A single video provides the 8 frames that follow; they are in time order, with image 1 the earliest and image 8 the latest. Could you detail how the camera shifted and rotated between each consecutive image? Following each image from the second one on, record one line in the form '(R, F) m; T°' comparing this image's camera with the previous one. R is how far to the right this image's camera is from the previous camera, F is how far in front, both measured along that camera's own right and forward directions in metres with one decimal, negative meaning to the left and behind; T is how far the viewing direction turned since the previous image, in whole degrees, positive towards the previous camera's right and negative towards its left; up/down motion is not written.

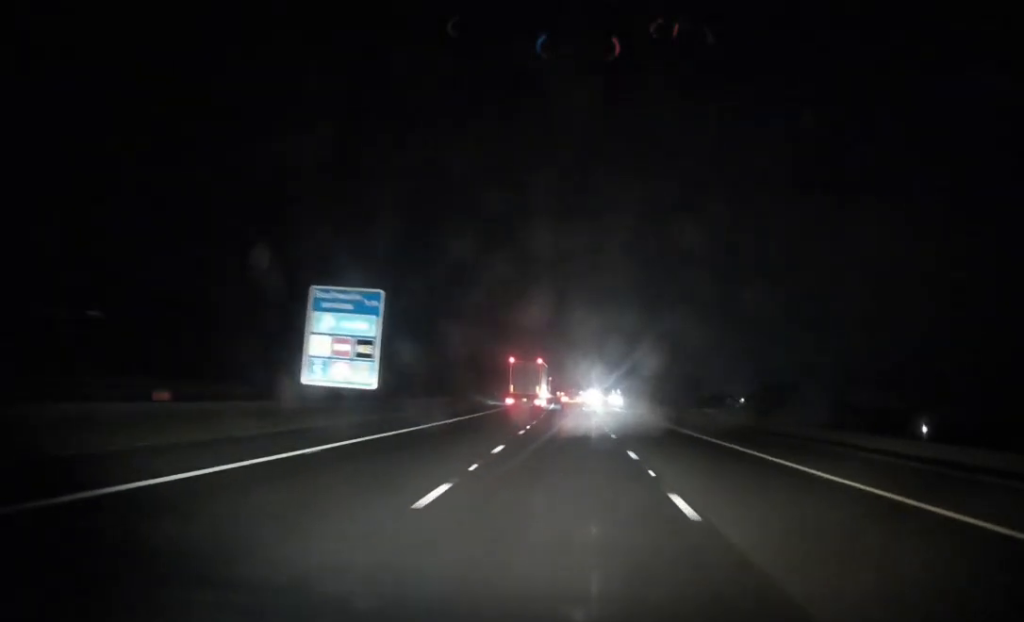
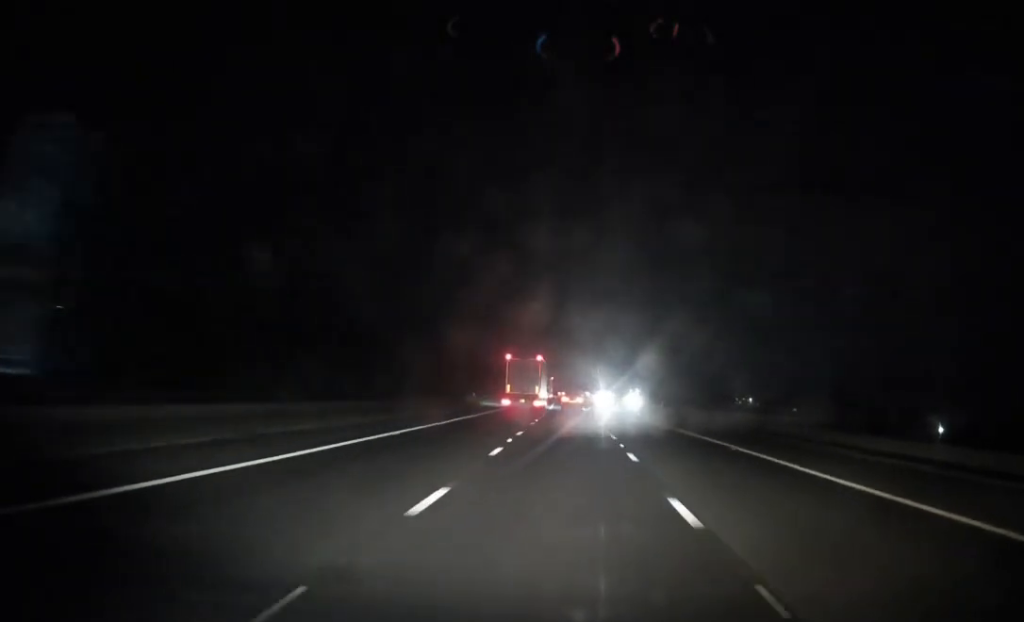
(0.0, +28.2) m; -1°
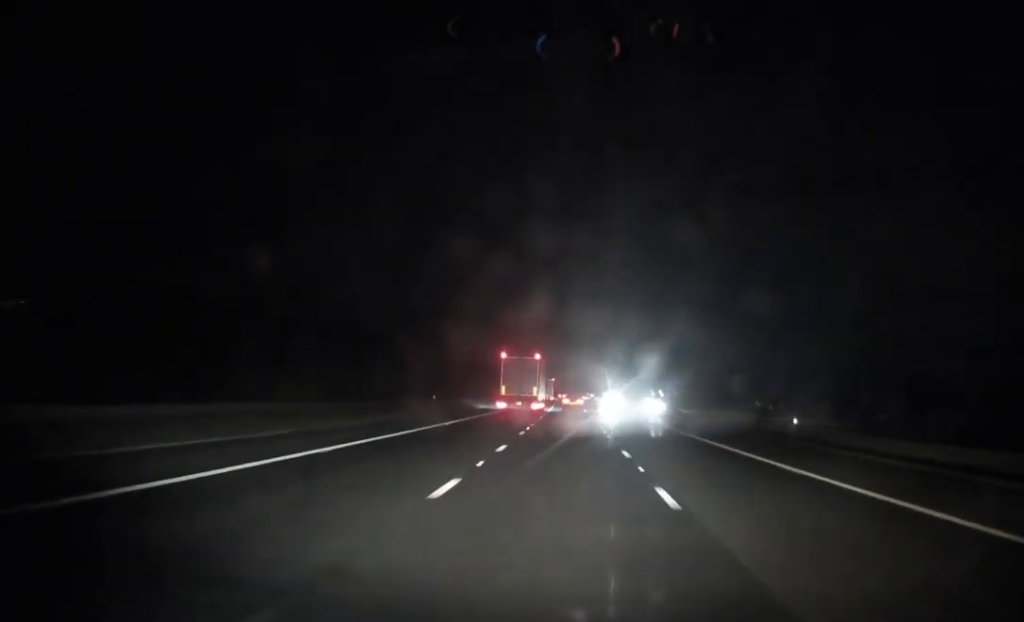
(-0.1, +24.9) m; 0°
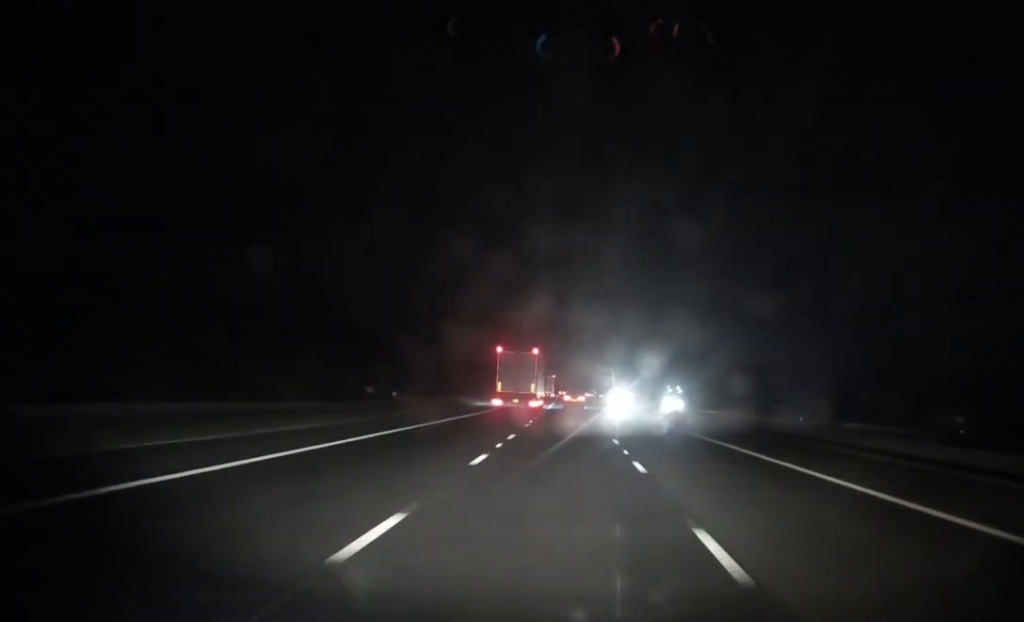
(-0.1, +13.4) m; 0°
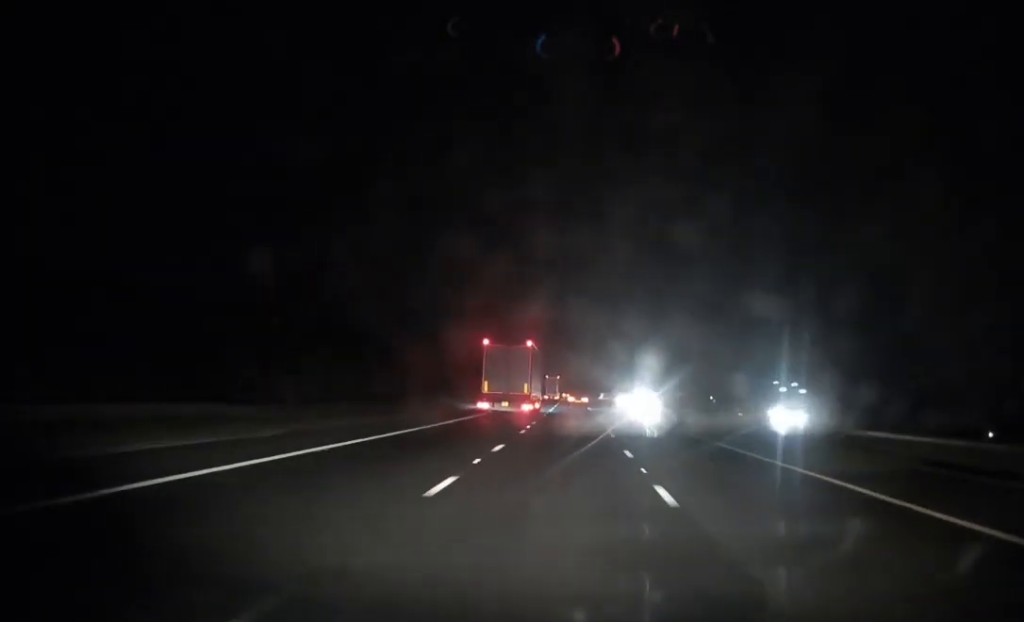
(+0.1, +40.4) m; 0°
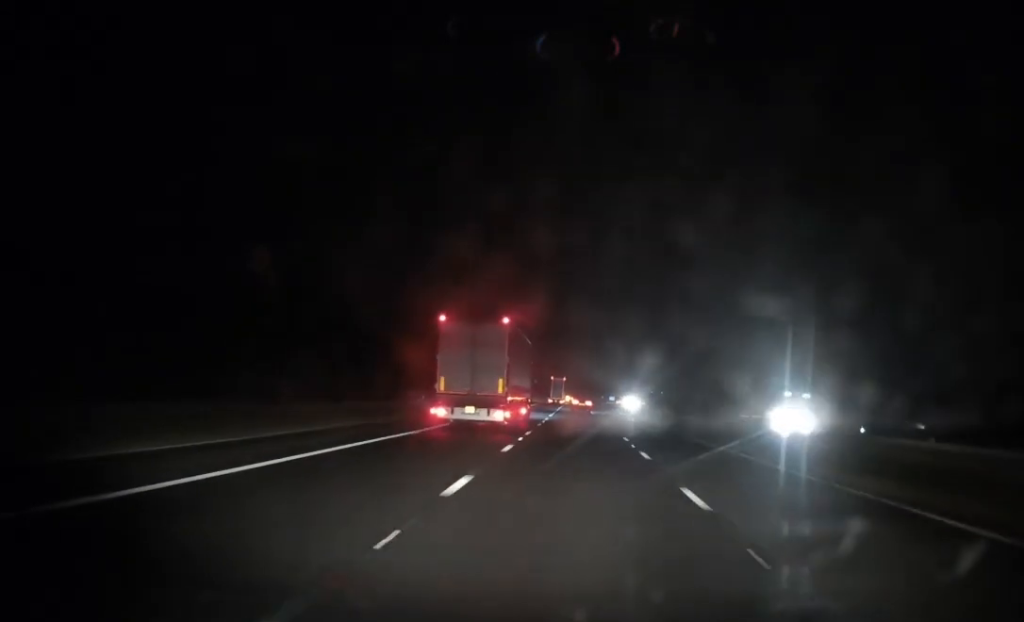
(-0.8, +62.1) m; -1°
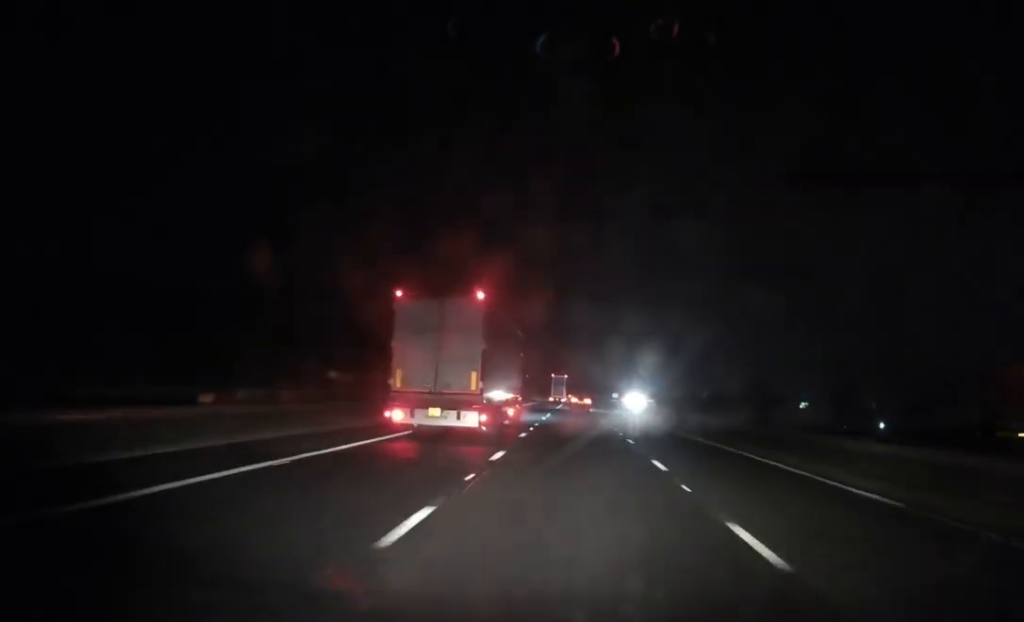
(-0.2, +29.9) m; 0°
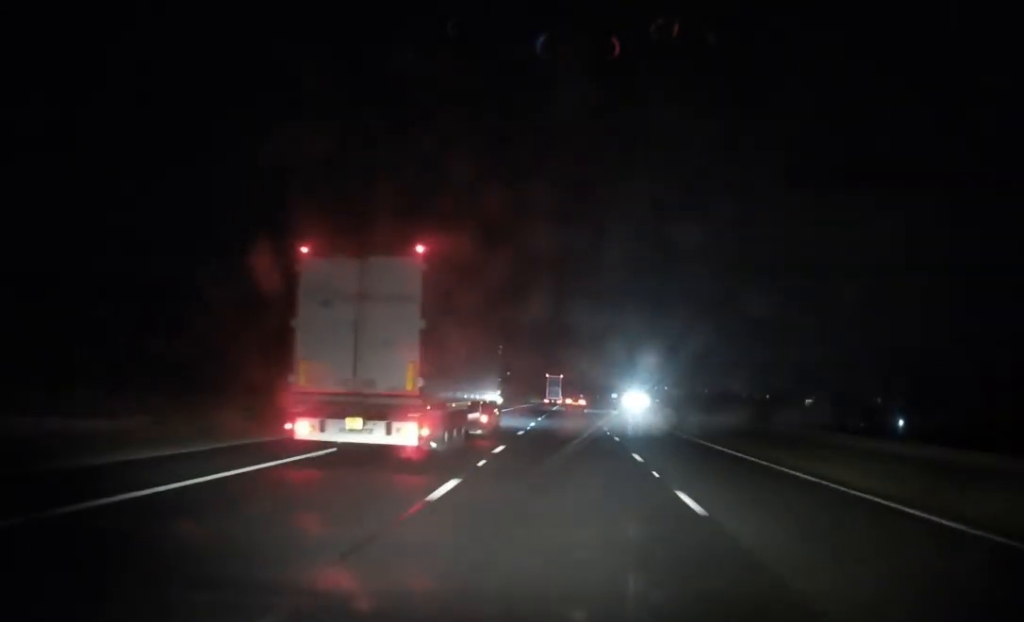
(+0.2, +33.1) m; +1°
